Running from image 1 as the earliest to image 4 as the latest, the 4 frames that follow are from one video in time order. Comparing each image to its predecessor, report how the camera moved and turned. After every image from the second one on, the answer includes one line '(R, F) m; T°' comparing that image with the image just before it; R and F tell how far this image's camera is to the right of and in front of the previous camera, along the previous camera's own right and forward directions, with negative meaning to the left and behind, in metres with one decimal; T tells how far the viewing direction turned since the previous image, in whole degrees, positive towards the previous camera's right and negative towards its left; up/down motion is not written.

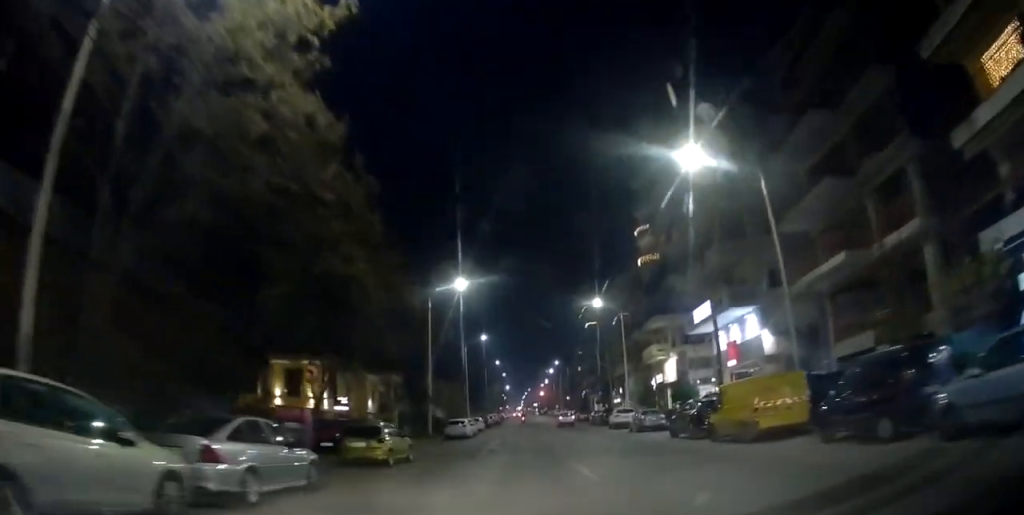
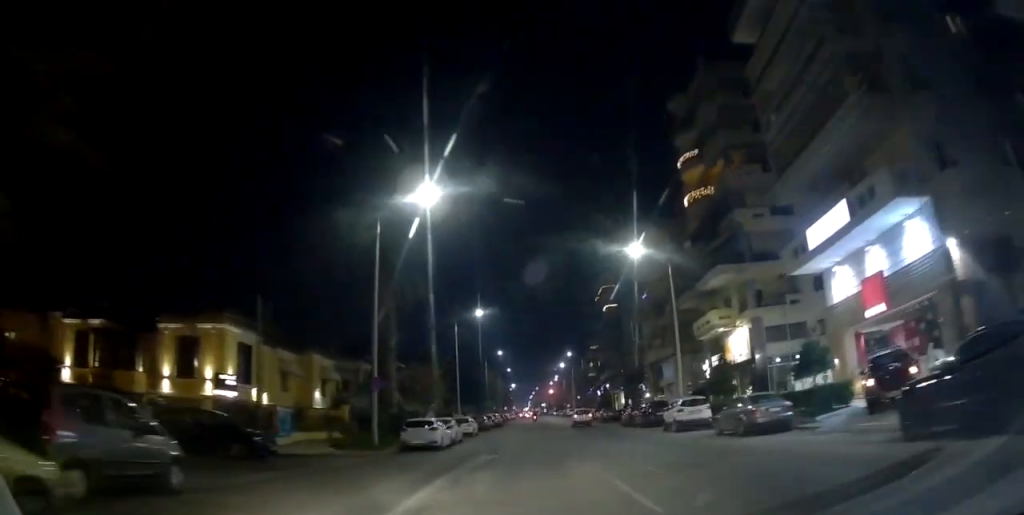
(-0.1, +16.7) m; 0°
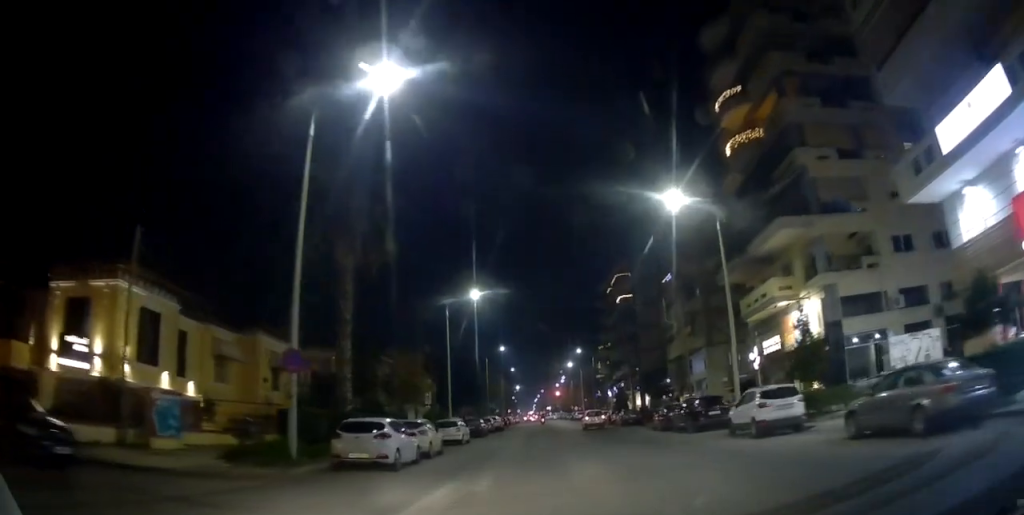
(0.0, +9.5) m; 0°
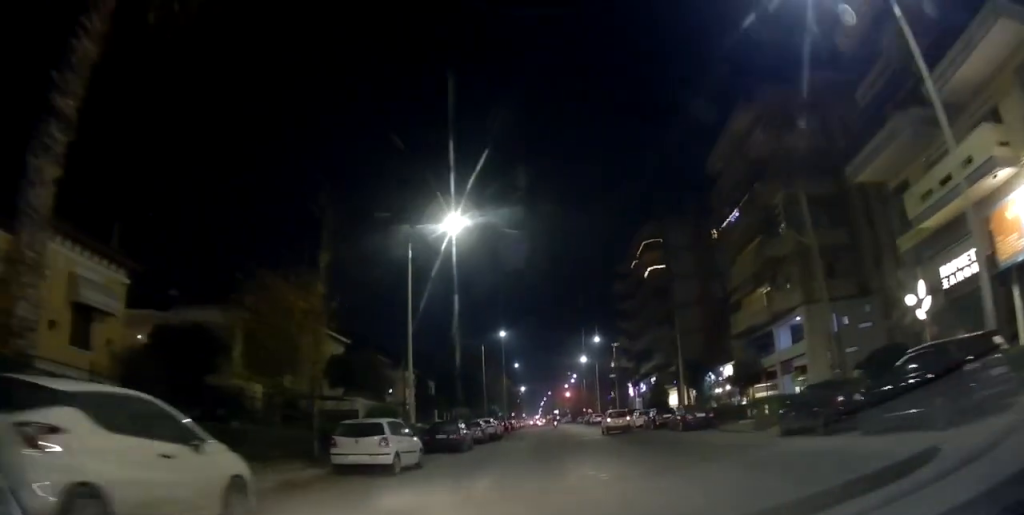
(-0.1, +17.2) m; 0°
